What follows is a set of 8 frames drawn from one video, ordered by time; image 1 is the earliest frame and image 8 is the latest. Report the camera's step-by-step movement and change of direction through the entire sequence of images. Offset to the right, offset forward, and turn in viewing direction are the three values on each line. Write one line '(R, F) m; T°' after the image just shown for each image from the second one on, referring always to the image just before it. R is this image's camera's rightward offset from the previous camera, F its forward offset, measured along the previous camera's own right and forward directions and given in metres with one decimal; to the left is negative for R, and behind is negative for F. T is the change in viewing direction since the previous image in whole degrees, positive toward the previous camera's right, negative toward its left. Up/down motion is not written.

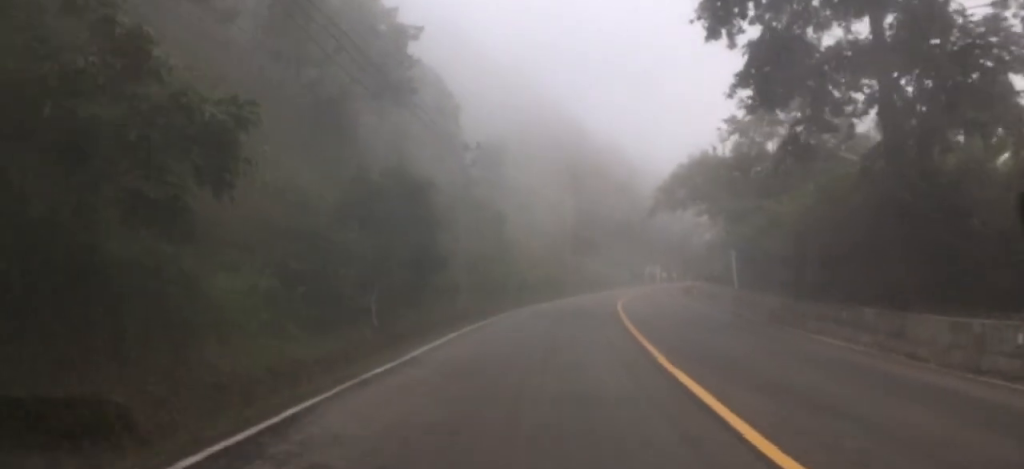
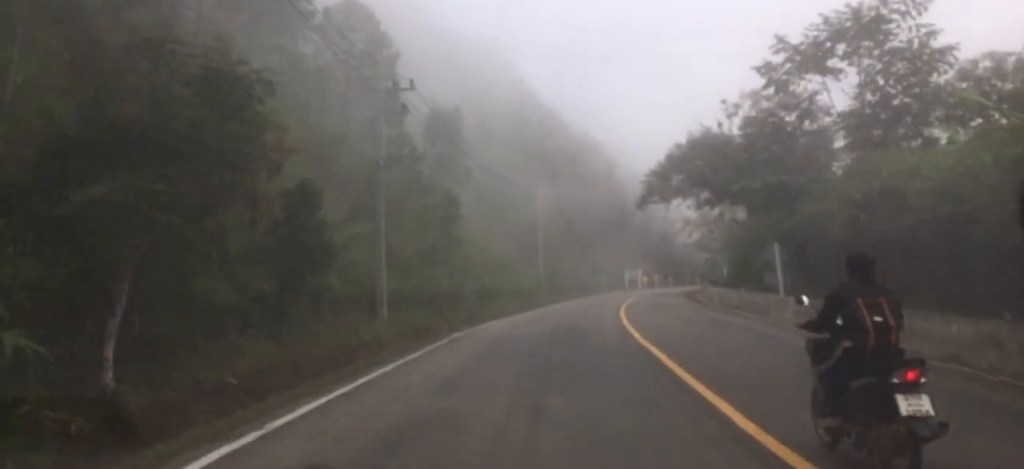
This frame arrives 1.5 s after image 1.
(+1.0, +15.0) m; +9°
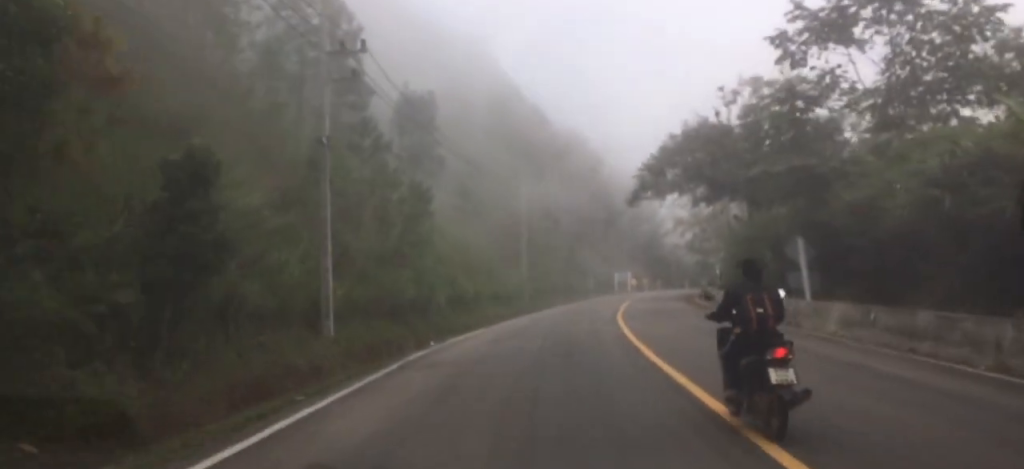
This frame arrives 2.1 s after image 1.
(+0.4, +5.5) m; +2°
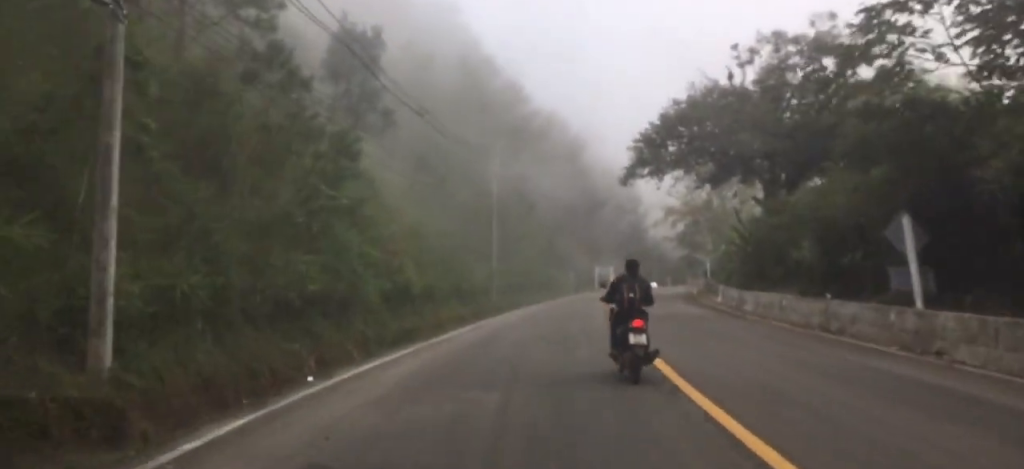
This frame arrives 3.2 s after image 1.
(-0.1, +10.7) m; -3°
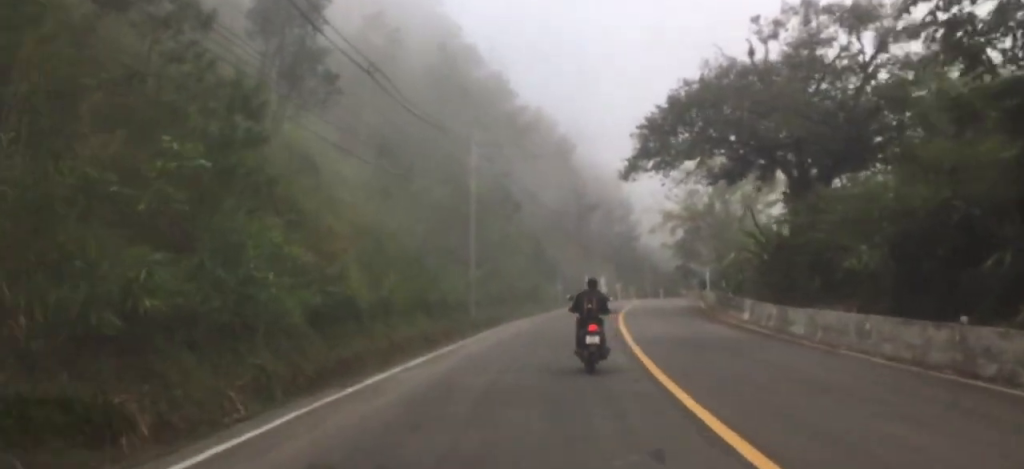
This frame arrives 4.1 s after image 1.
(-0.3, +8.1) m; -5°
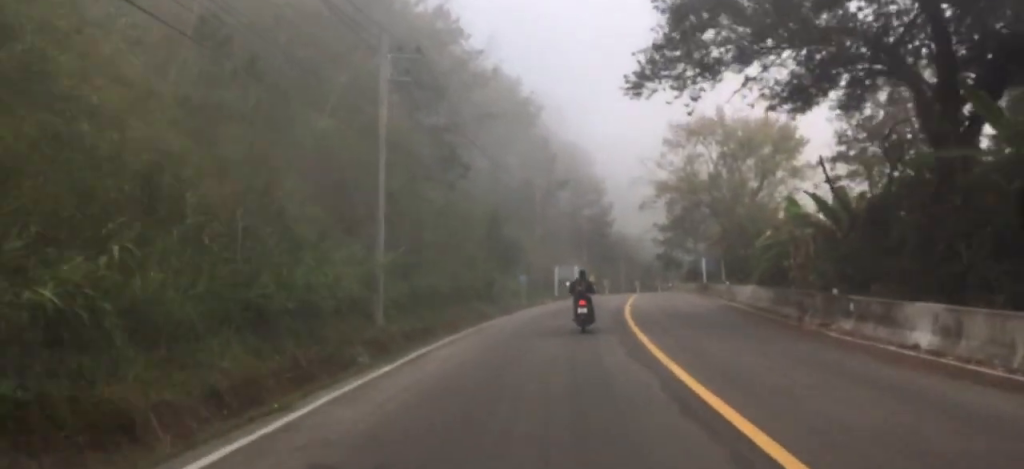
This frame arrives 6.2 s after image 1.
(-0.1, +17.1) m; +9°
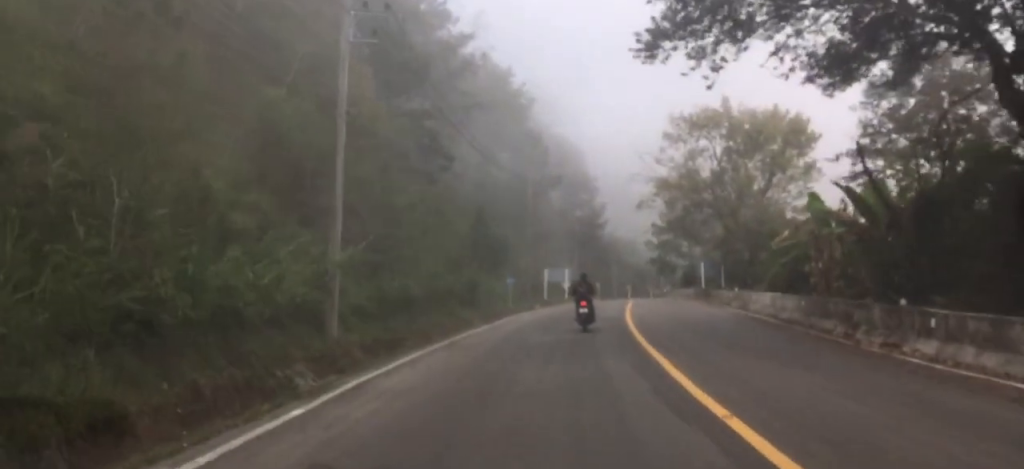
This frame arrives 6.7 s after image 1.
(+0.3, +4.3) m; +2°
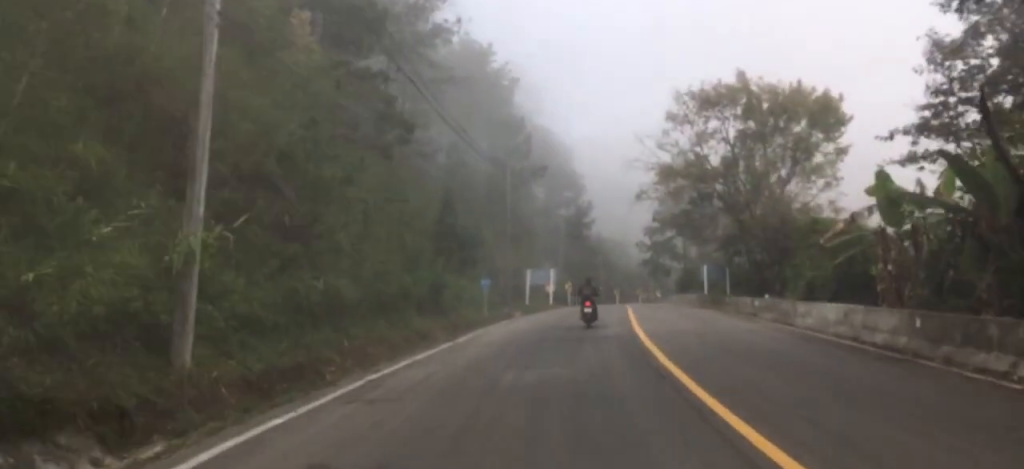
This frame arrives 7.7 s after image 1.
(+0.2, +7.9) m; 0°
